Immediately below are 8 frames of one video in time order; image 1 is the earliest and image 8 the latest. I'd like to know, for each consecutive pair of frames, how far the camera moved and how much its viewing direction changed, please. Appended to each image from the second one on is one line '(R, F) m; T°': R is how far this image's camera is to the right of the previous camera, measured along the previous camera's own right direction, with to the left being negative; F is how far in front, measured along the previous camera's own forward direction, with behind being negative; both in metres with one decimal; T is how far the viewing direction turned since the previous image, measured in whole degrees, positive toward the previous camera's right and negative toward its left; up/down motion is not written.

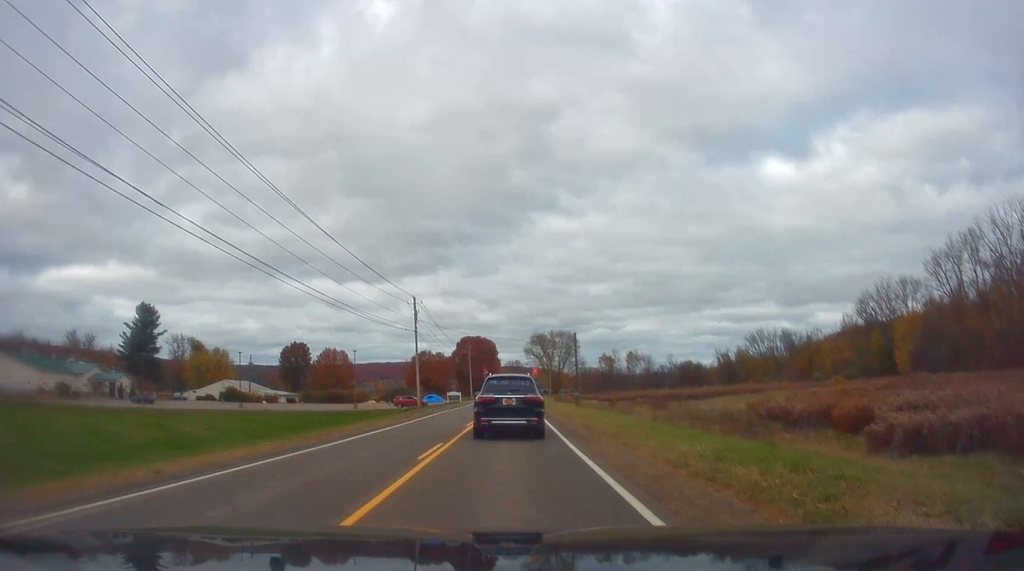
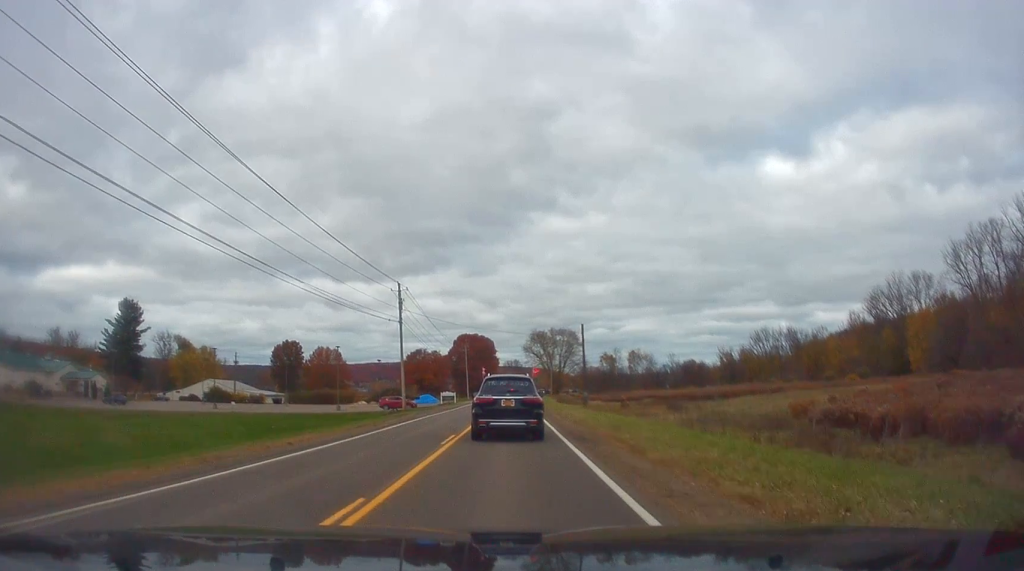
(+0.1, +8.4) m; +1°
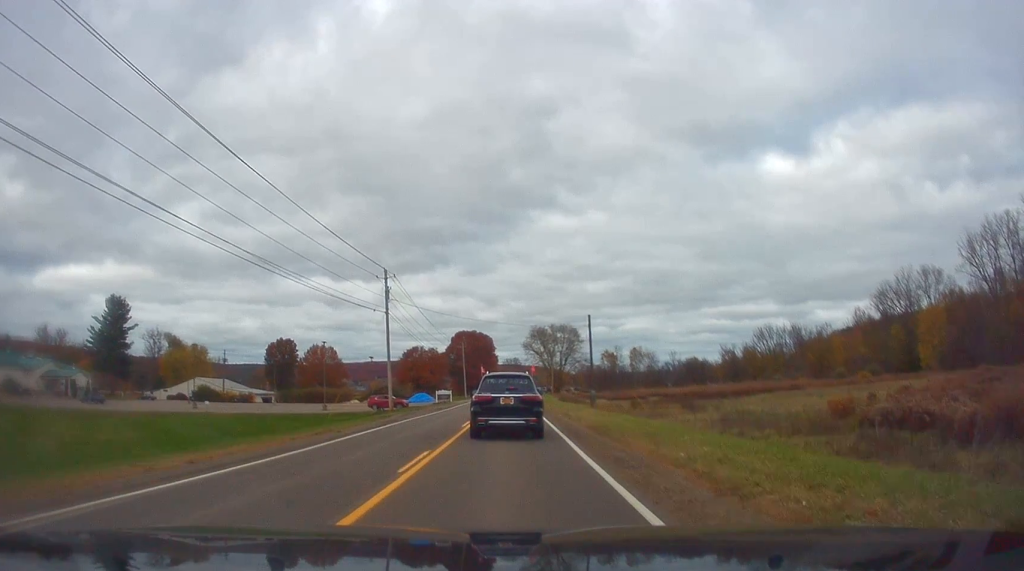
(+0.1, +6.0) m; +1°
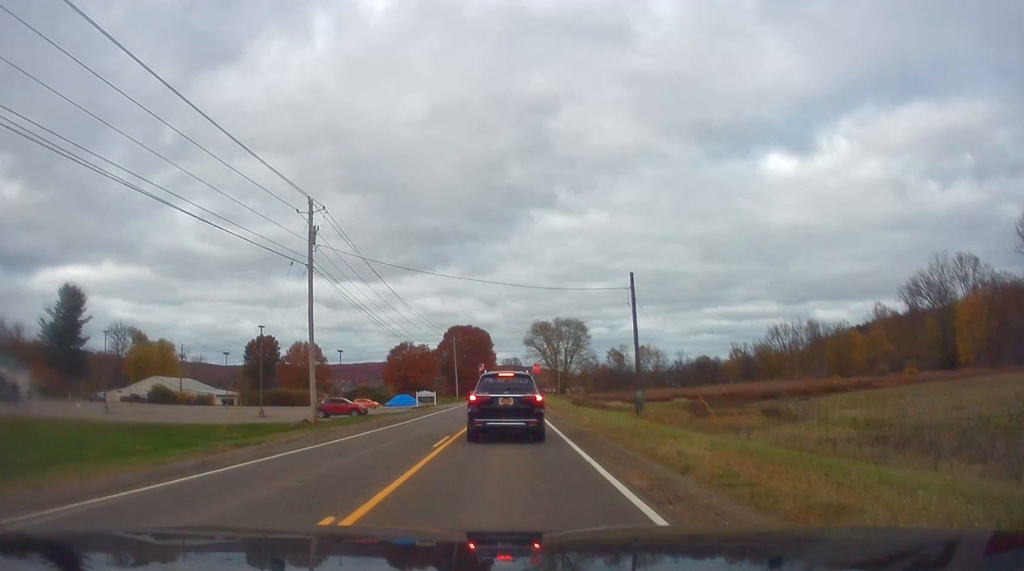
(-0.3, +20.9) m; -2°
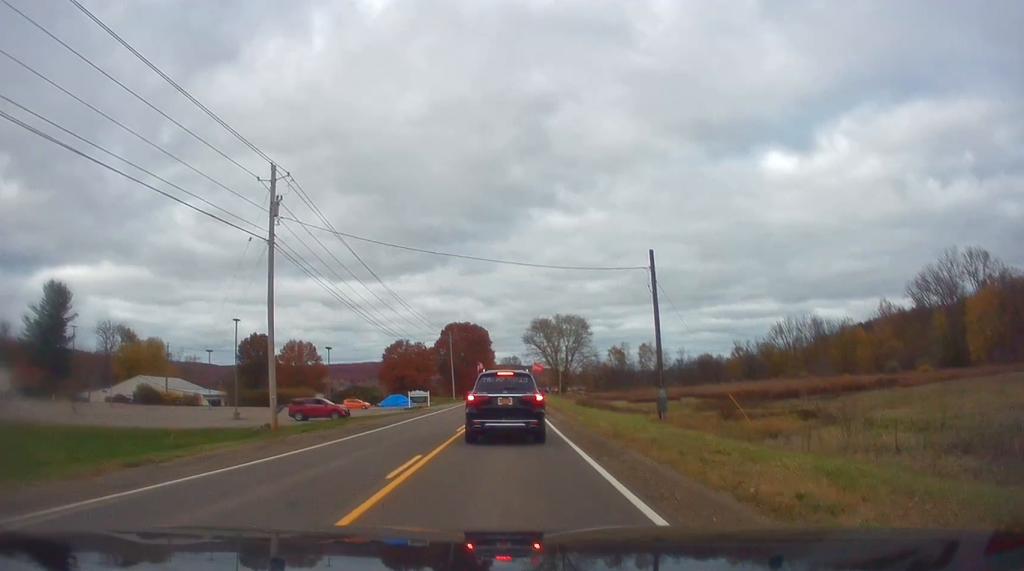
(-0.2, +5.8) m; 0°
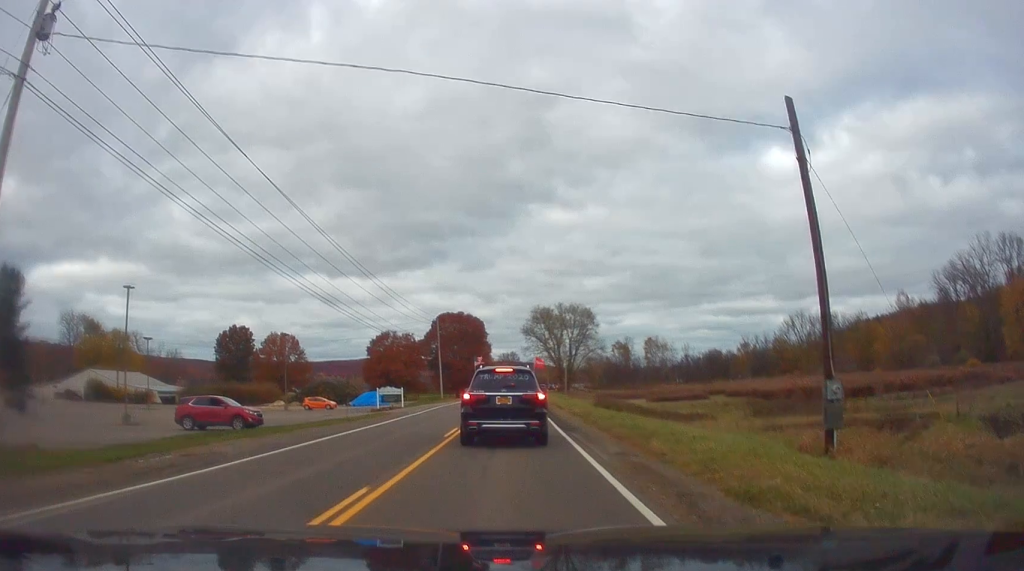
(+0.3, +18.2) m; -1°
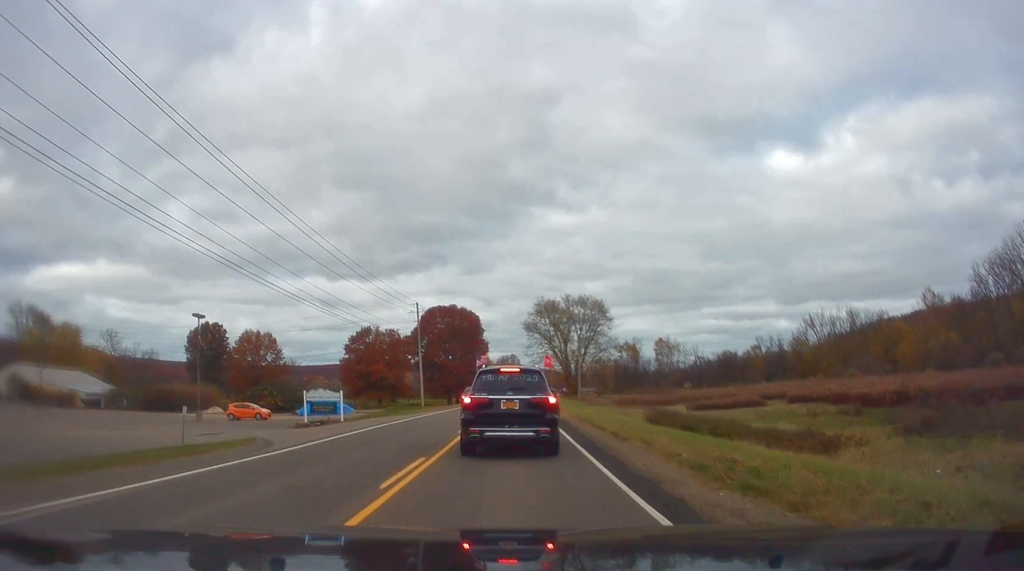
(-0.4, +23.7) m; +1°
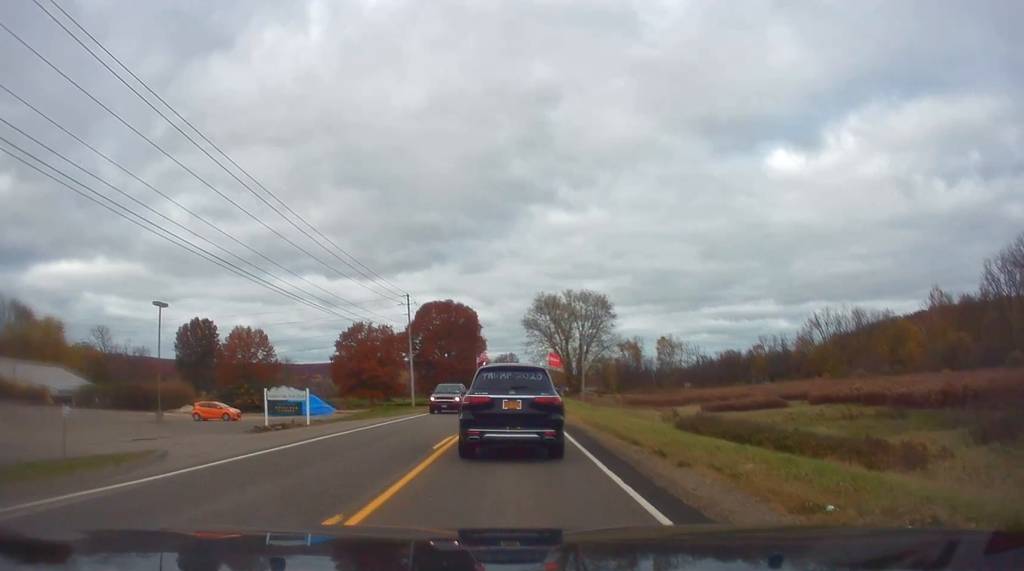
(+0.1, +6.8) m; +1°
